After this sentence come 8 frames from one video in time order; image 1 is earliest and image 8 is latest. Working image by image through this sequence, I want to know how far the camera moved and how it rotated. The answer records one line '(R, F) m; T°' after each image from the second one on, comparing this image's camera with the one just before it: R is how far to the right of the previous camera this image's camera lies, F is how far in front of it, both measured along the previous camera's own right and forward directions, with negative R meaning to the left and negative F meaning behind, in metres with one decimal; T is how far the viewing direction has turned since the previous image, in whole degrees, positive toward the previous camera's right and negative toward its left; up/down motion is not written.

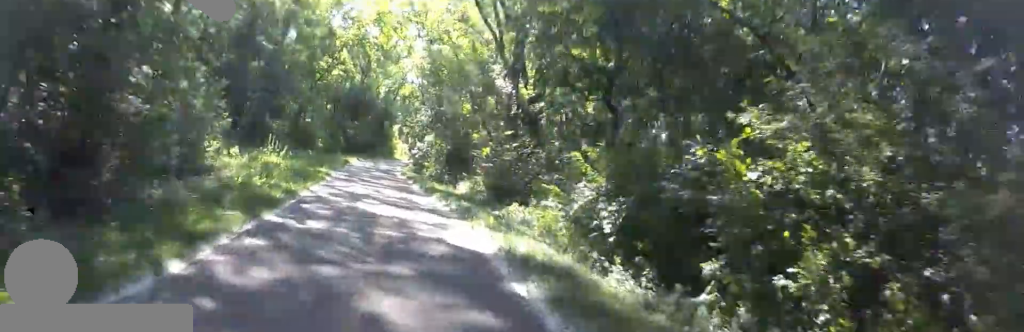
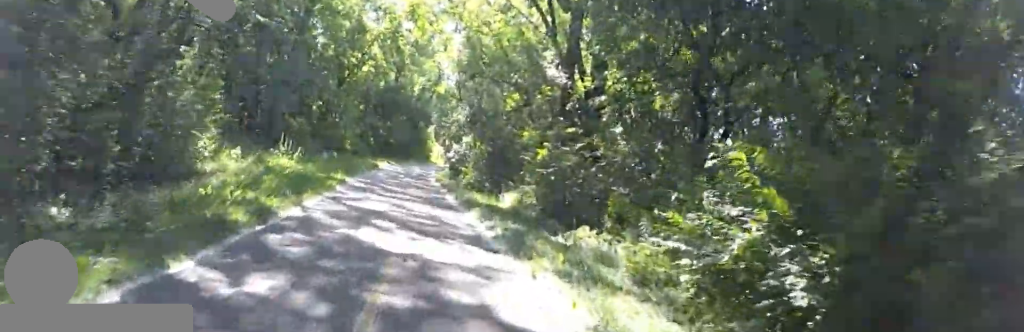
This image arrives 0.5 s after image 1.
(+0.1, +3.3) m; 0°
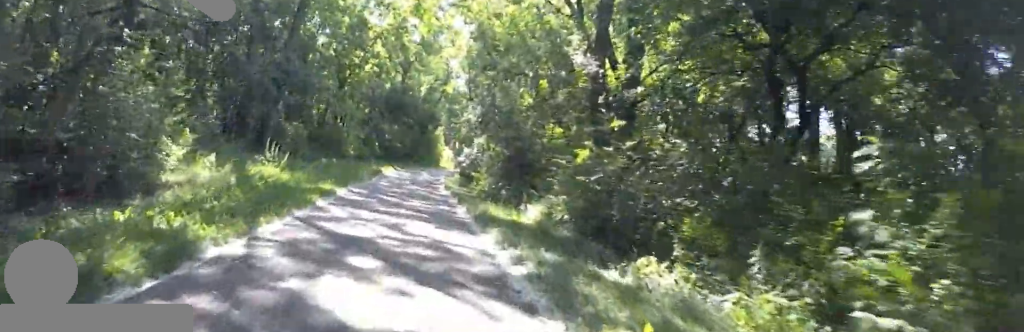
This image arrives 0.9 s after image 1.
(+0.5, +2.5) m; +1°
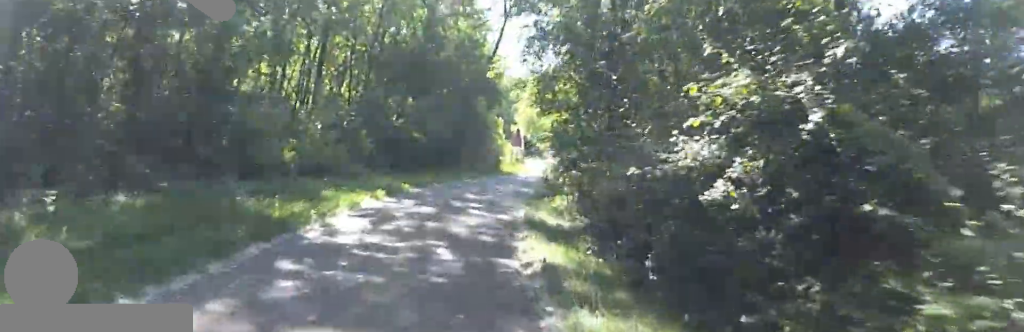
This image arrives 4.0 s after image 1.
(-0.2, +19.0) m; +1°
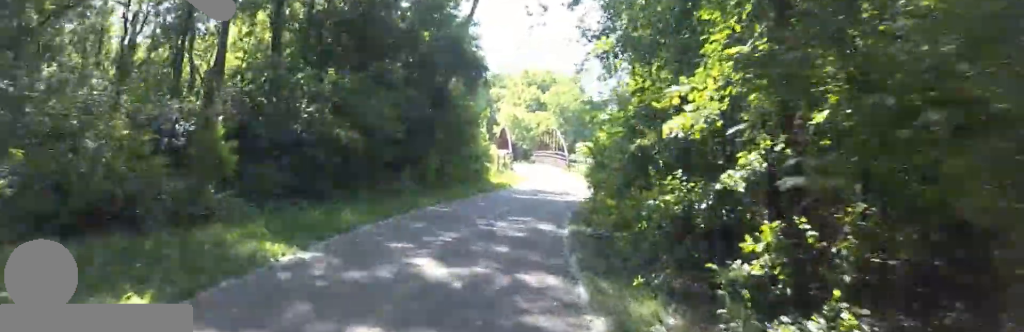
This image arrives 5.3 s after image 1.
(+0.6, +8.5) m; -3°
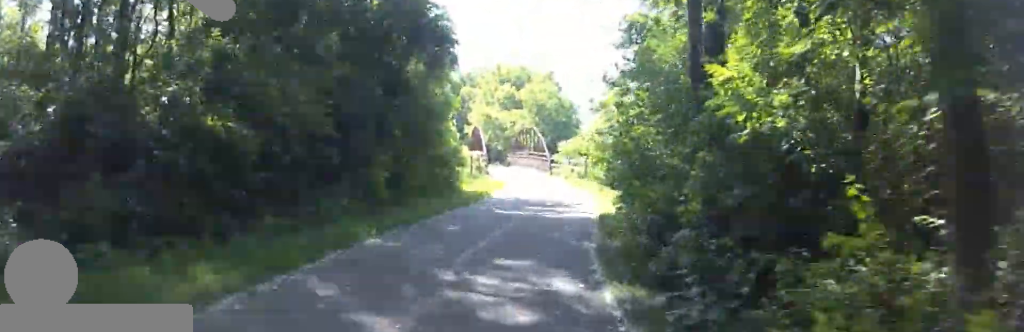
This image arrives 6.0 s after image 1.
(-0.9, +4.5) m; 0°
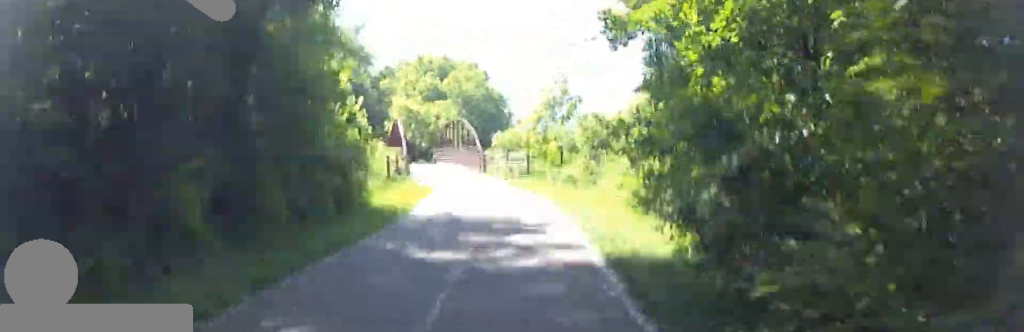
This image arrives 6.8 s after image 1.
(+0.5, +5.9) m; +7°
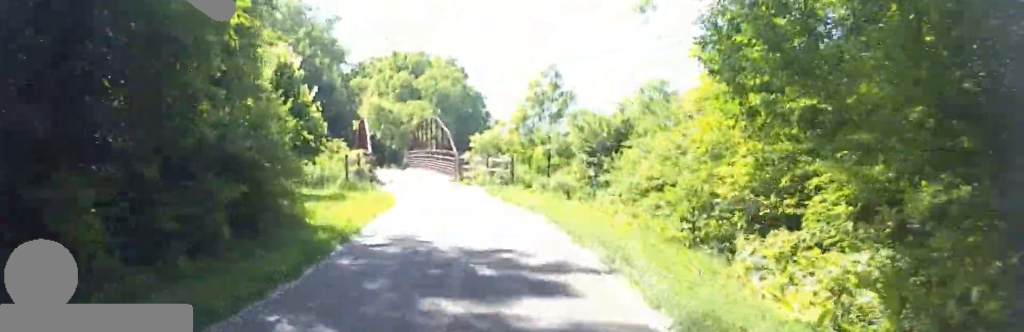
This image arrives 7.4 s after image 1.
(+0.3, +4.1) m; +3°
